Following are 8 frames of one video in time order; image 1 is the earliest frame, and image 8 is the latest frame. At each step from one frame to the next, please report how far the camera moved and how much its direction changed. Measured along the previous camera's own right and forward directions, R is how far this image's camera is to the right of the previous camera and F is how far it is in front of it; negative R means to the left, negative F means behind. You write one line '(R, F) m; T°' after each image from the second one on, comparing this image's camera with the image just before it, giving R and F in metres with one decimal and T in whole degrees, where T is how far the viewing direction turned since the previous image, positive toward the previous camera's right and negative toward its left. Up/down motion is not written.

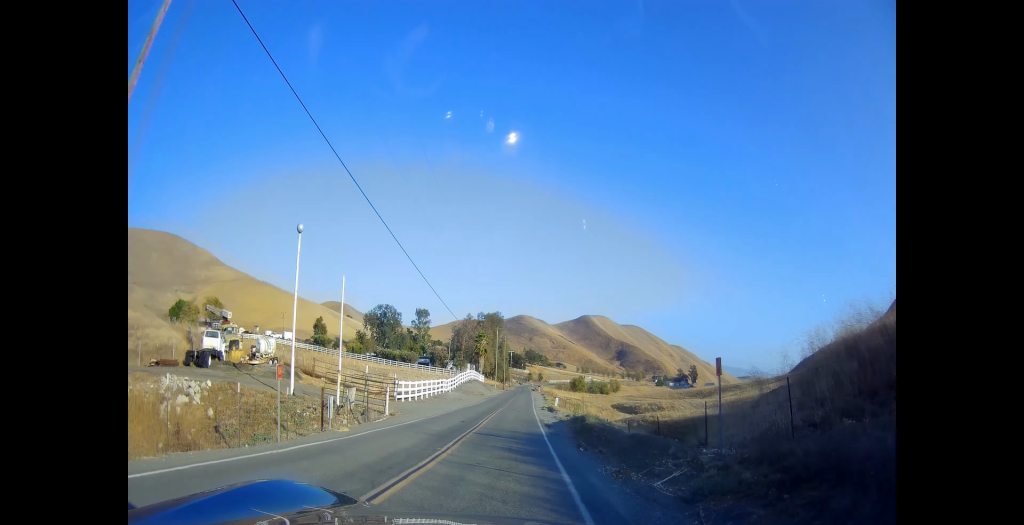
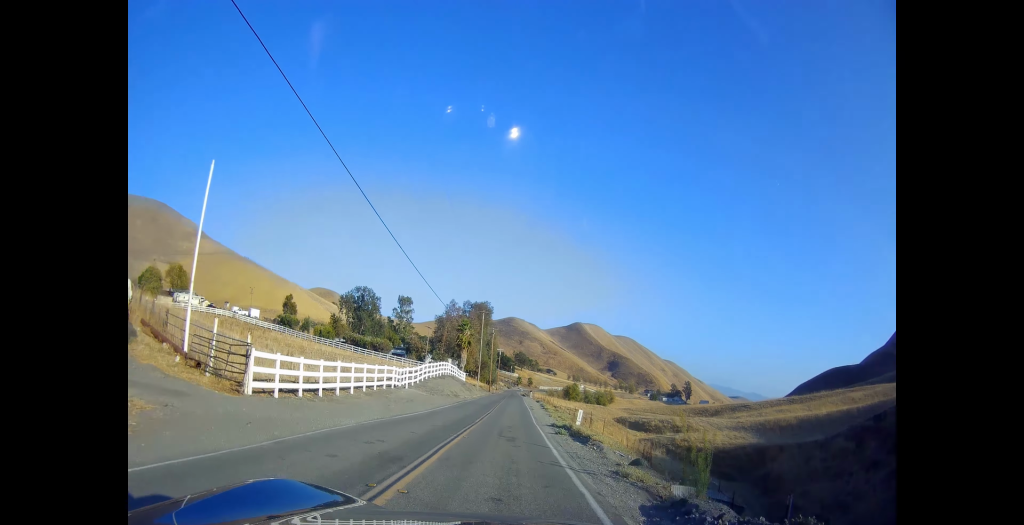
(+0.3, +20.3) m; +3°
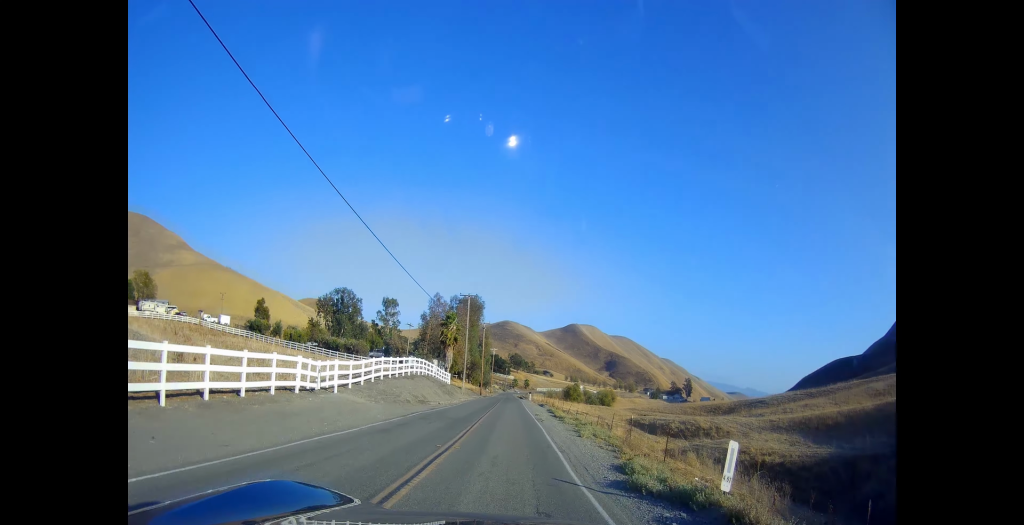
(+0.5, +17.0) m; +2°
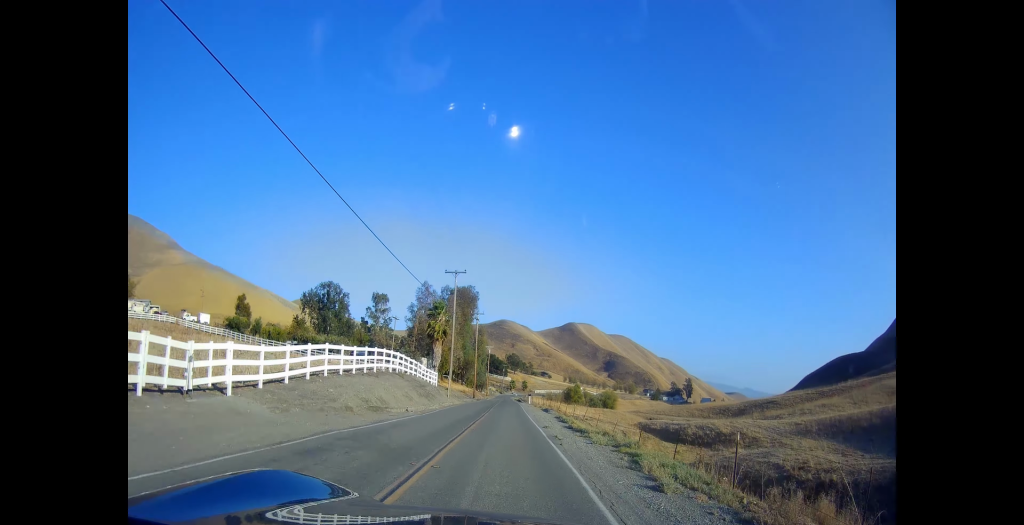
(0.0, +10.8) m; 0°
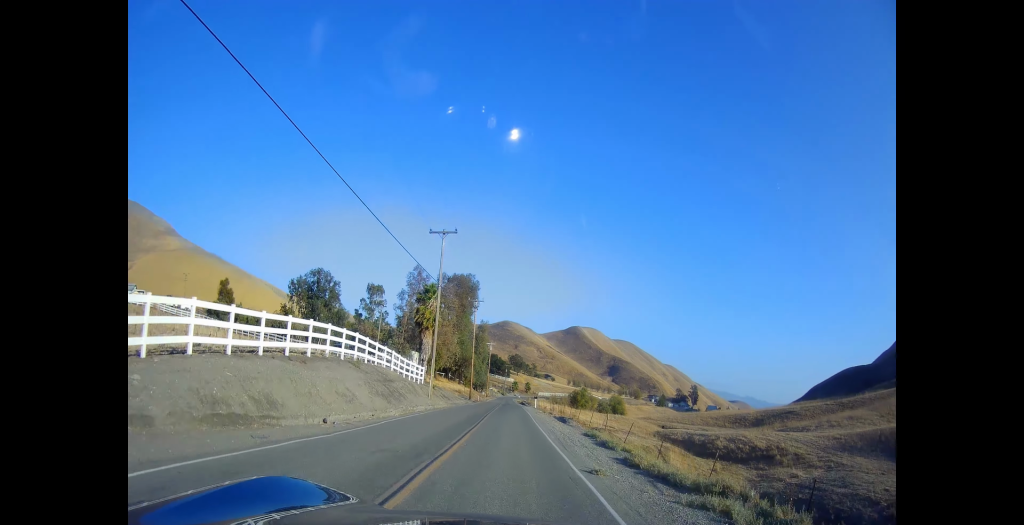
(0.0, +12.6) m; 0°
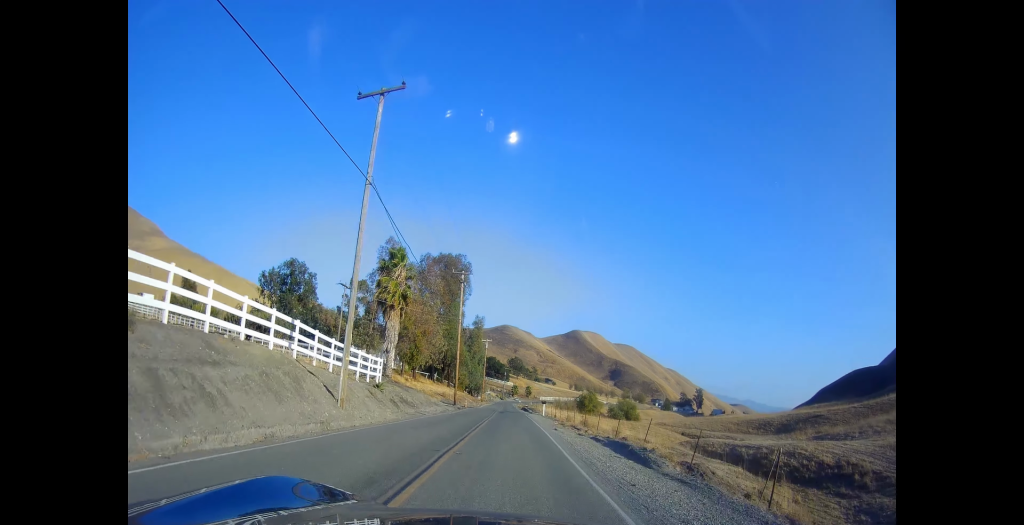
(0.0, +18.8) m; 0°
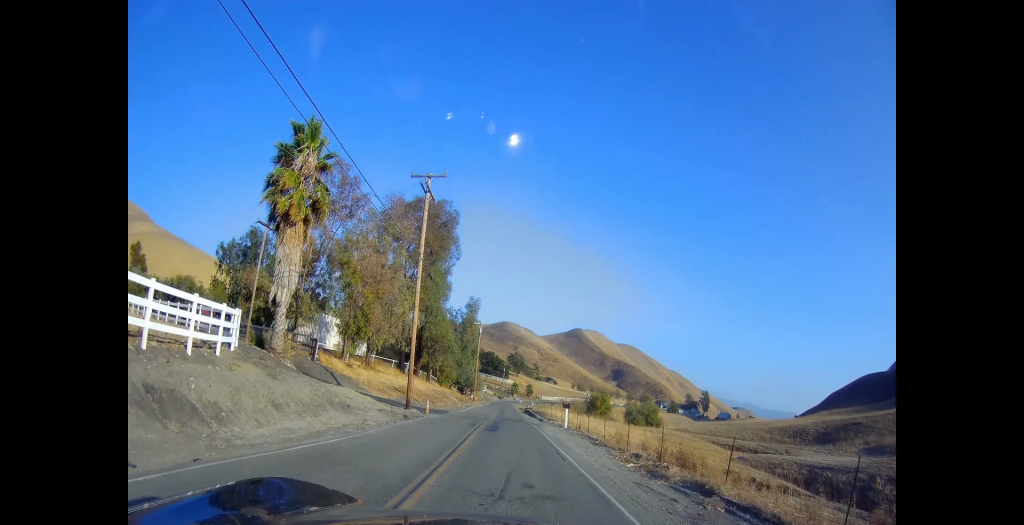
(-0.1, +22.8) m; -1°
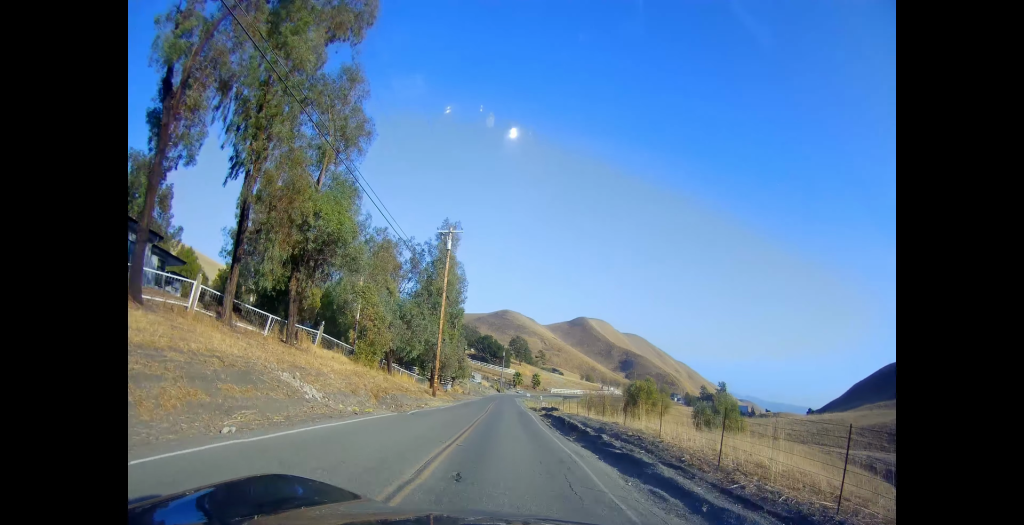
(-0.1, +45.3) m; 0°
